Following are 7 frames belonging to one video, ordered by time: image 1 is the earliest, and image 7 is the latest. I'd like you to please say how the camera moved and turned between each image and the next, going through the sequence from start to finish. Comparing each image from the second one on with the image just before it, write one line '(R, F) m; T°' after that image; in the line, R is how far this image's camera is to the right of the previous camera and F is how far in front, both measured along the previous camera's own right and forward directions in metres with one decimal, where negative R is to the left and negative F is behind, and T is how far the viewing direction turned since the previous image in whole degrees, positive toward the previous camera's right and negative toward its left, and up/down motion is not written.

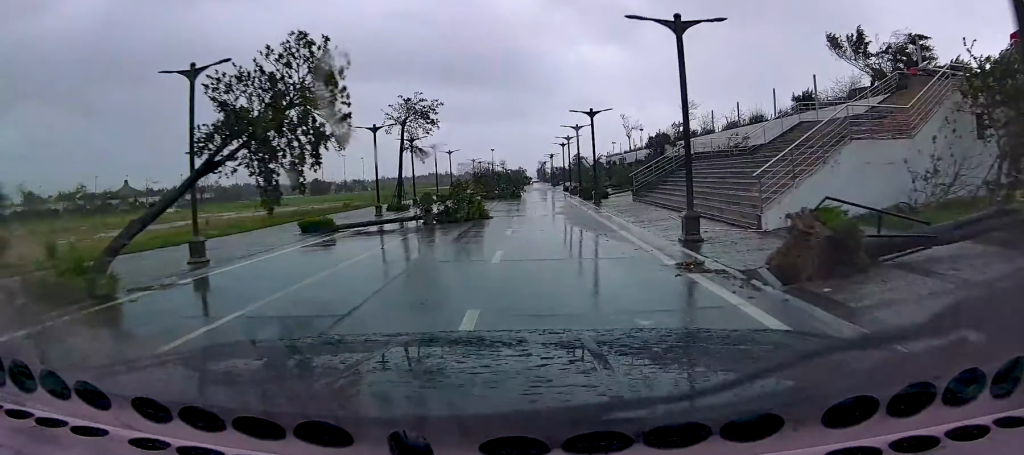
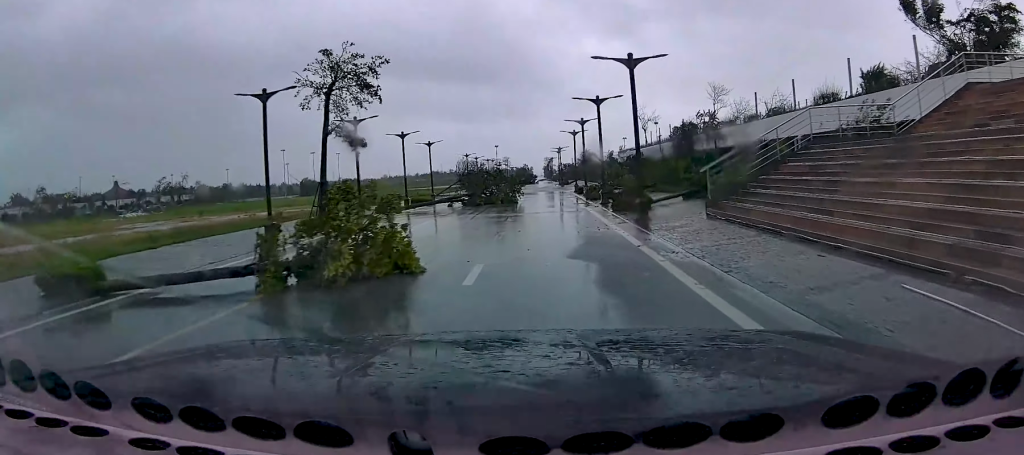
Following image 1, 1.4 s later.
(+0.7, +14.1) m; +3°
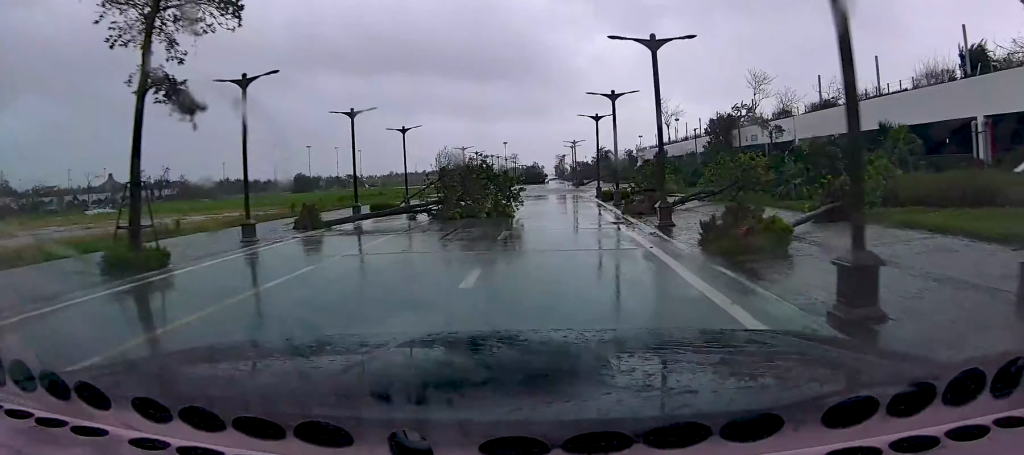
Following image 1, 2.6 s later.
(+0.1, +12.8) m; -1°
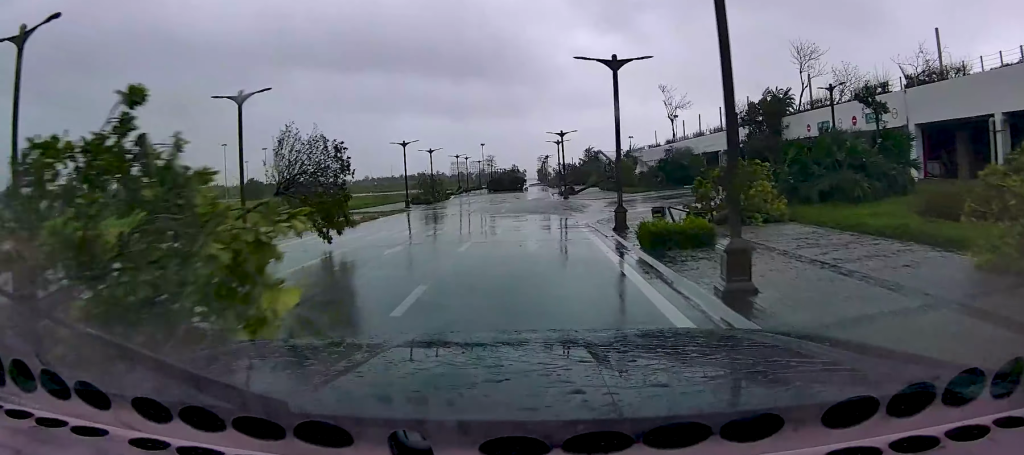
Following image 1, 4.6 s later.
(-0.3, +19.6) m; -1°
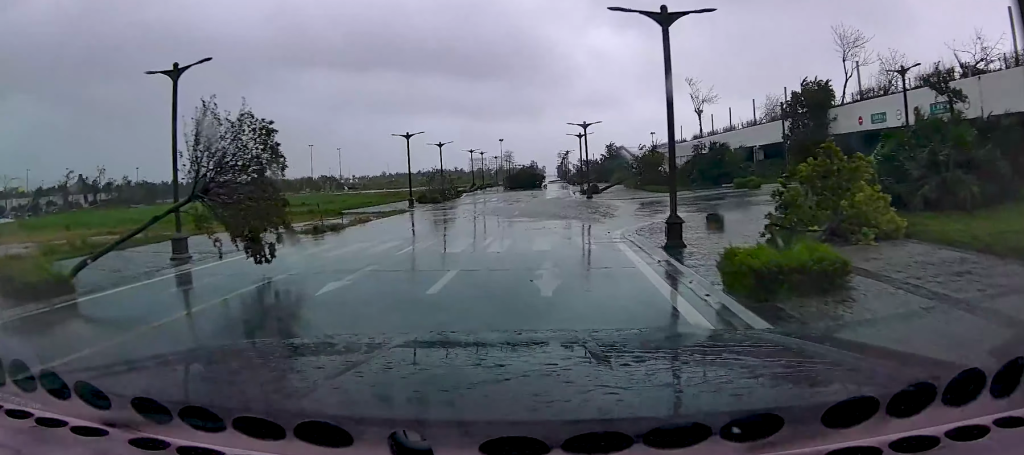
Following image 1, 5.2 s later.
(-0.1, +5.0) m; -3°
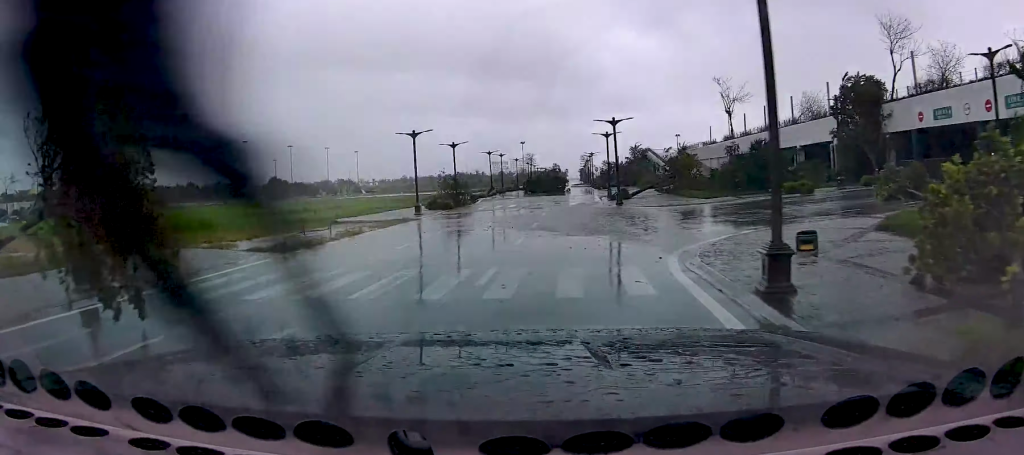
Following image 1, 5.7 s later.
(+0.1, +4.7) m; -3°
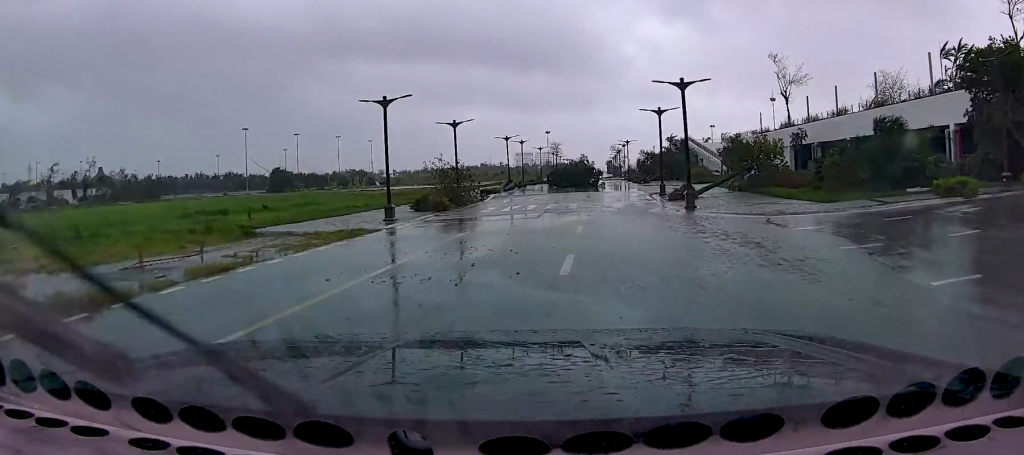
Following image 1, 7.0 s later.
(-0.5, +11.9) m; +1°
